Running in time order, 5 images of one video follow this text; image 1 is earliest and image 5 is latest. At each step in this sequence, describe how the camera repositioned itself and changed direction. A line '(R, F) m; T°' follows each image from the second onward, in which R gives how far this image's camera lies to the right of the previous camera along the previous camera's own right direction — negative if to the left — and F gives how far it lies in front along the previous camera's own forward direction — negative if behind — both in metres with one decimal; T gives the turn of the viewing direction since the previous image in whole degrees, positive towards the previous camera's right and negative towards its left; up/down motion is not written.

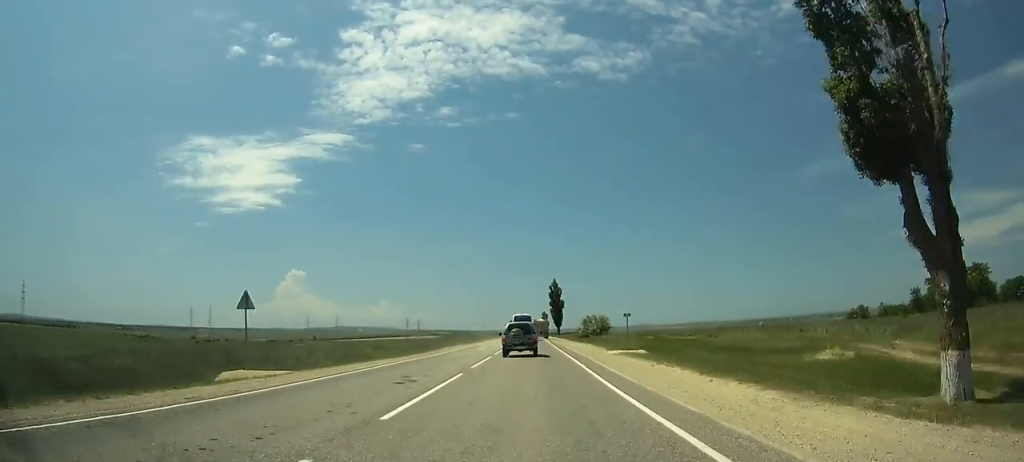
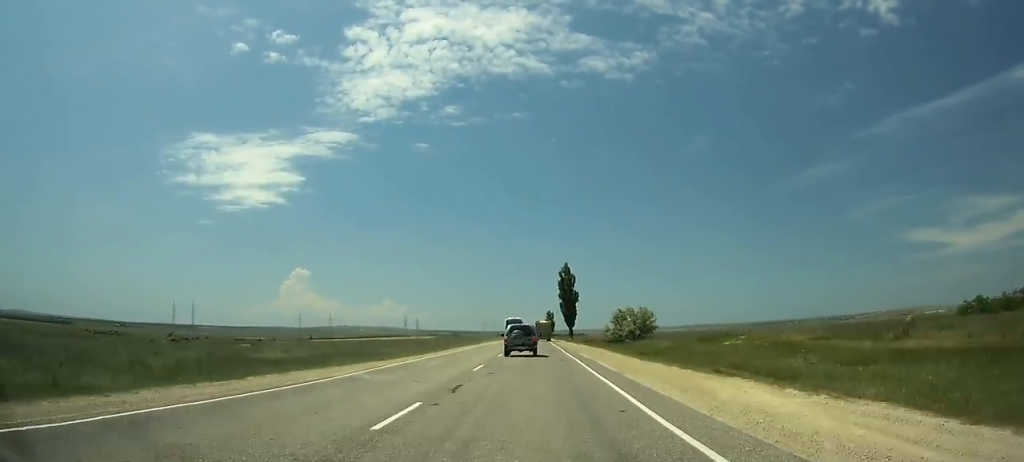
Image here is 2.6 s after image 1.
(0.0, +50.8) m; 0°
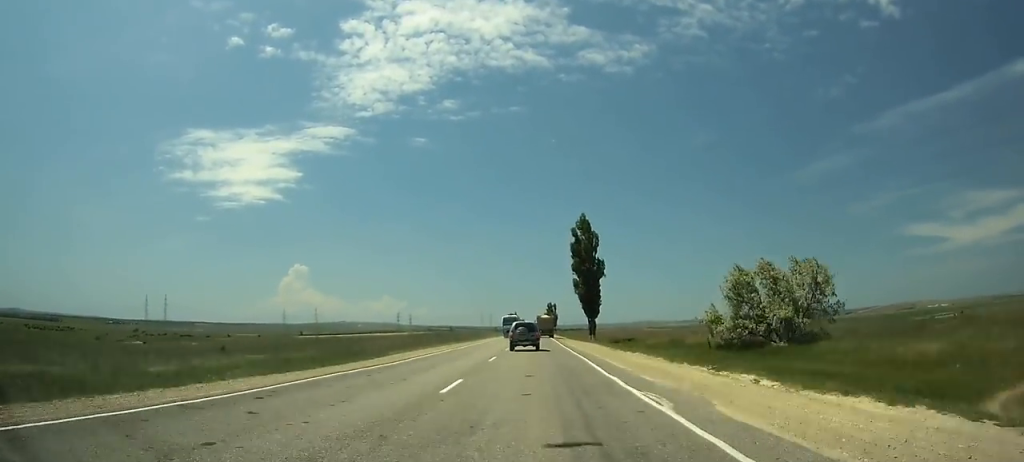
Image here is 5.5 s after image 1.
(0.0, +57.6) m; 0°
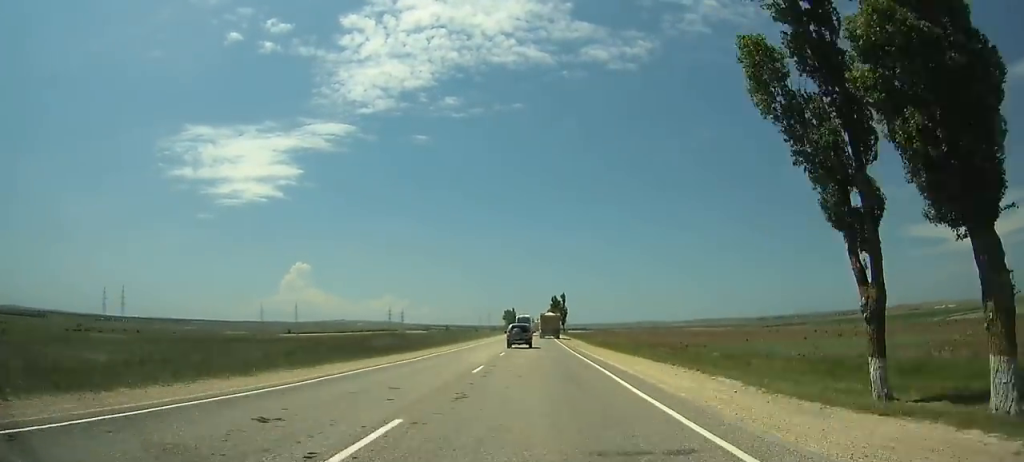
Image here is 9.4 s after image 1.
(0.0, +79.8) m; 0°
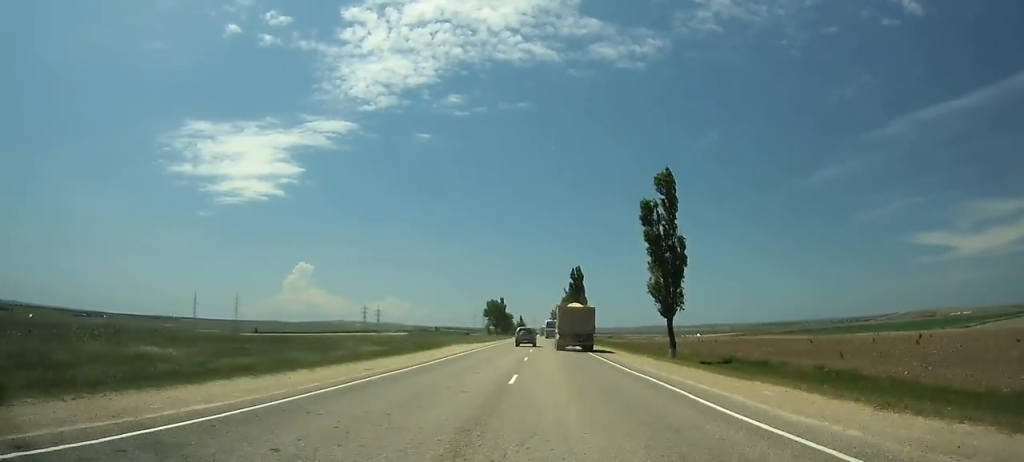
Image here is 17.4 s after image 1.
(+0.4, +169.7) m; 0°
